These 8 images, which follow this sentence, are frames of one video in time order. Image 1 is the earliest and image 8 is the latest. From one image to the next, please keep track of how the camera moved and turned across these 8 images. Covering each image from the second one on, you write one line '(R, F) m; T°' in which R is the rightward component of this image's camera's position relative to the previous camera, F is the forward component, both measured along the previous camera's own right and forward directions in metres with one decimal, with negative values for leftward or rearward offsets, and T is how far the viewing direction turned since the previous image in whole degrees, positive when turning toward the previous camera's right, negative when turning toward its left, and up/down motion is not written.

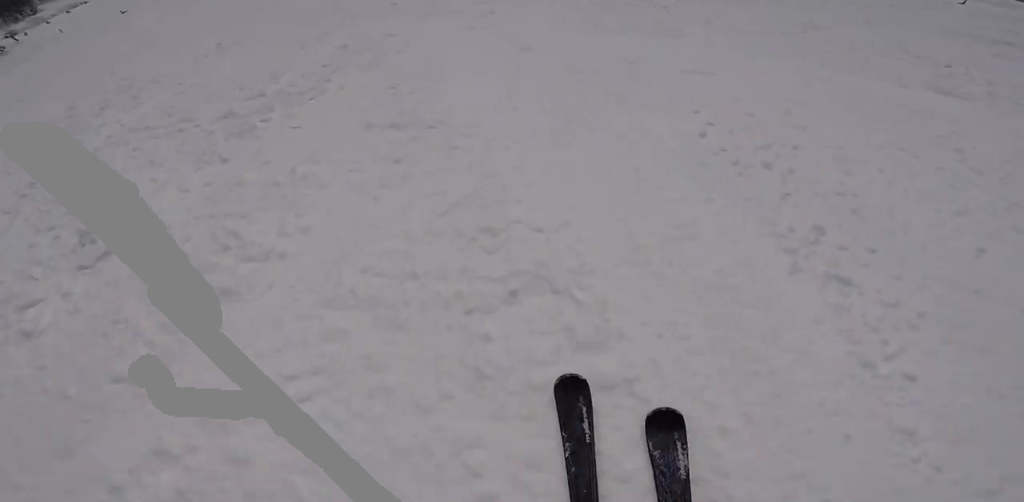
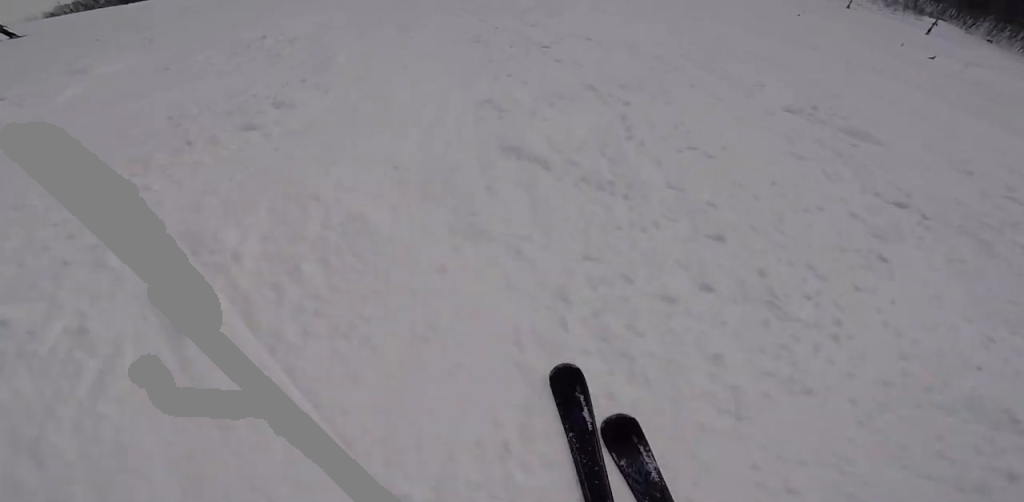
(-1.1, +6.1) m; -20°
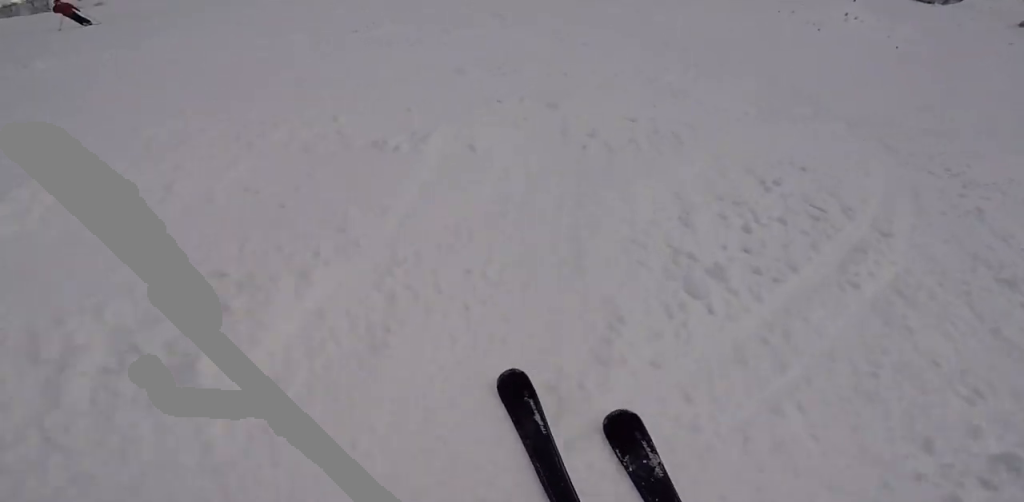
(-1.0, +10.6) m; +10°
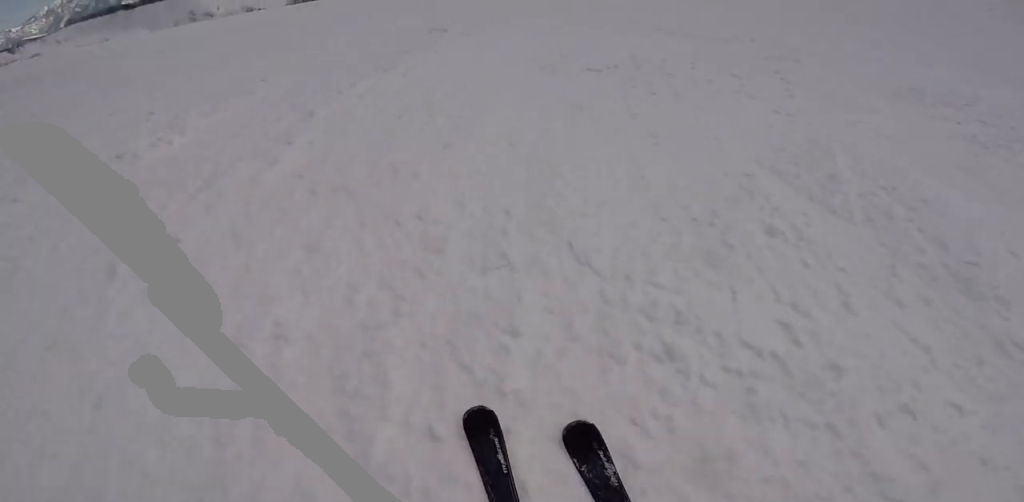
(+0.1, +5.0) m; +19°
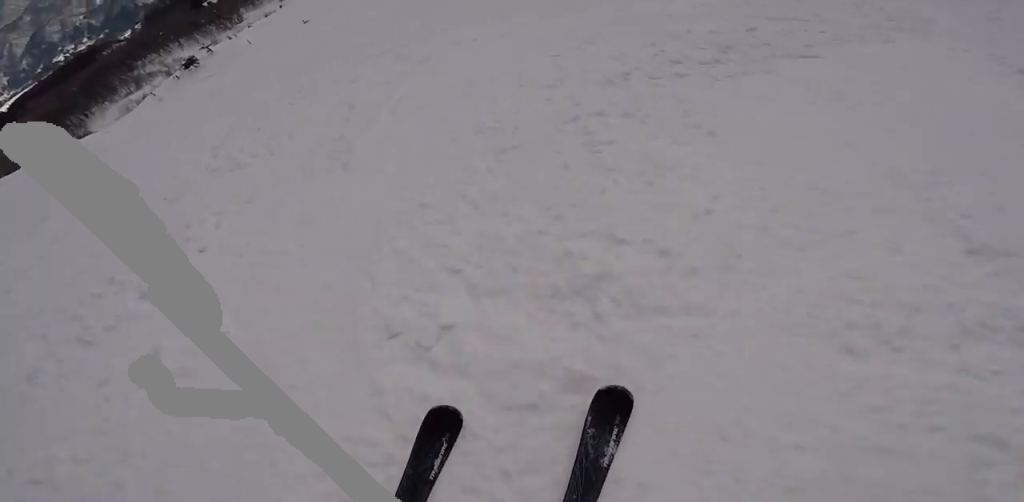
(+2.4, +7.5) m; +27°
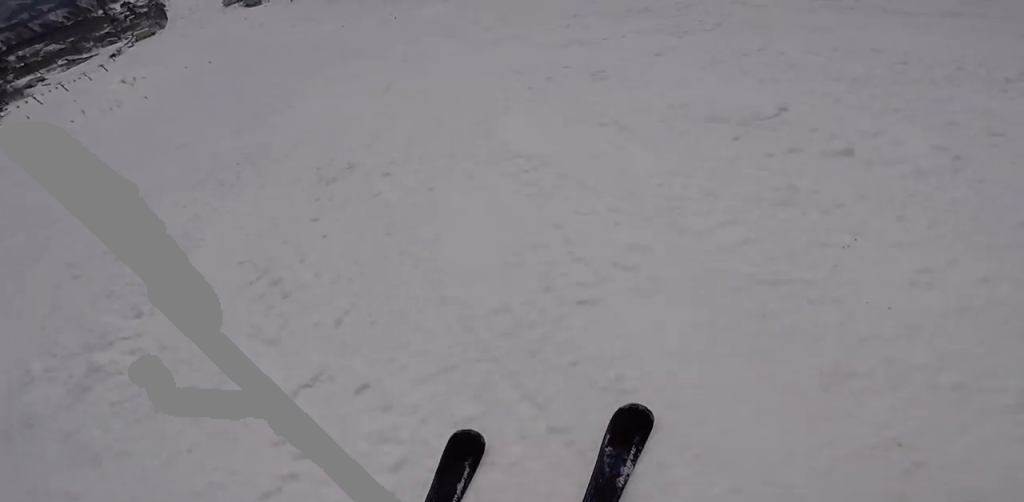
(+1.7, +11.4) m; 0°
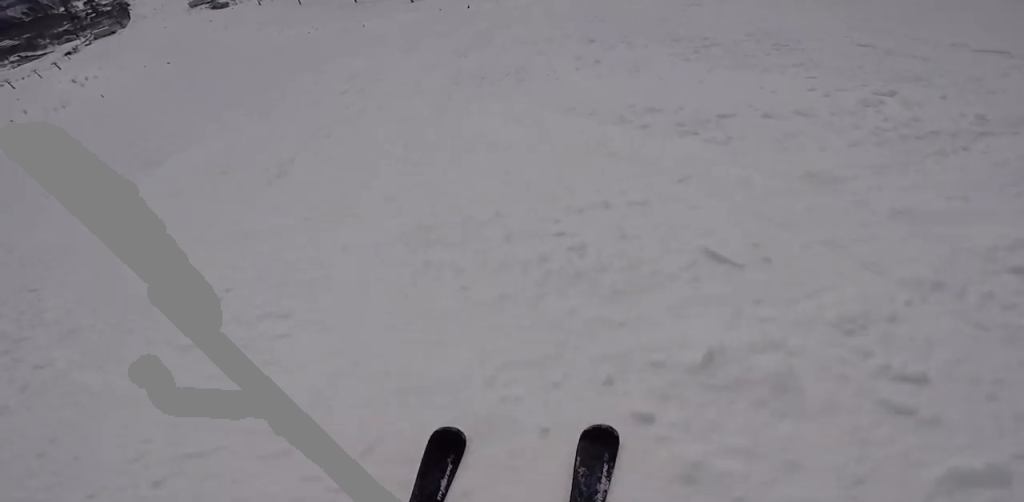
(-0.5, +4.4) m; -8°
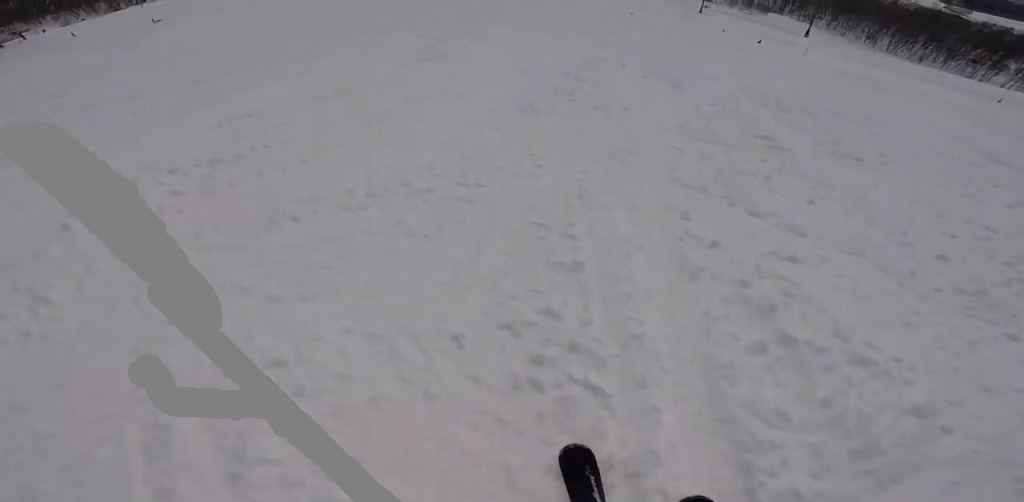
(-1.6, +11.2) m; -27°
